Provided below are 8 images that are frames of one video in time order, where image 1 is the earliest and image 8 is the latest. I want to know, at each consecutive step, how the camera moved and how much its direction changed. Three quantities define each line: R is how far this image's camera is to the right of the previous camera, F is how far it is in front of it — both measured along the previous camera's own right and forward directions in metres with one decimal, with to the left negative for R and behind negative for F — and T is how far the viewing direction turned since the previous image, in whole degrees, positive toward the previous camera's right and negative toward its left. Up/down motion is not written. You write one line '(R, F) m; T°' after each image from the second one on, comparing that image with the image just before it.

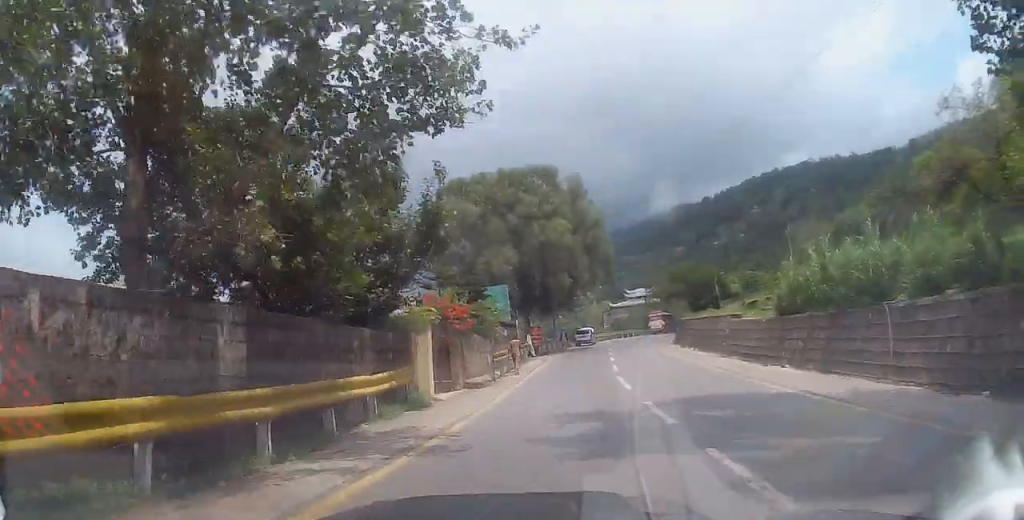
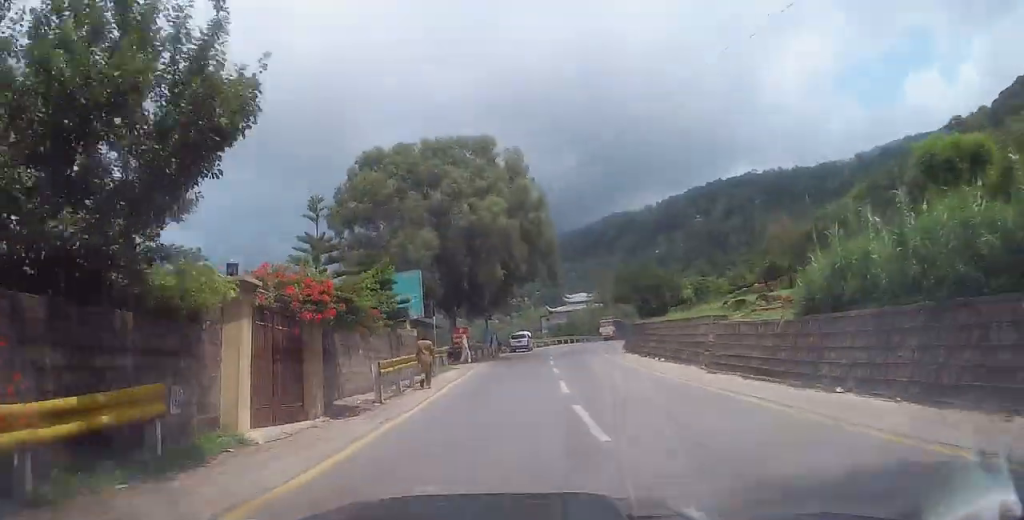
(+0.5, +7.4) m; +6°
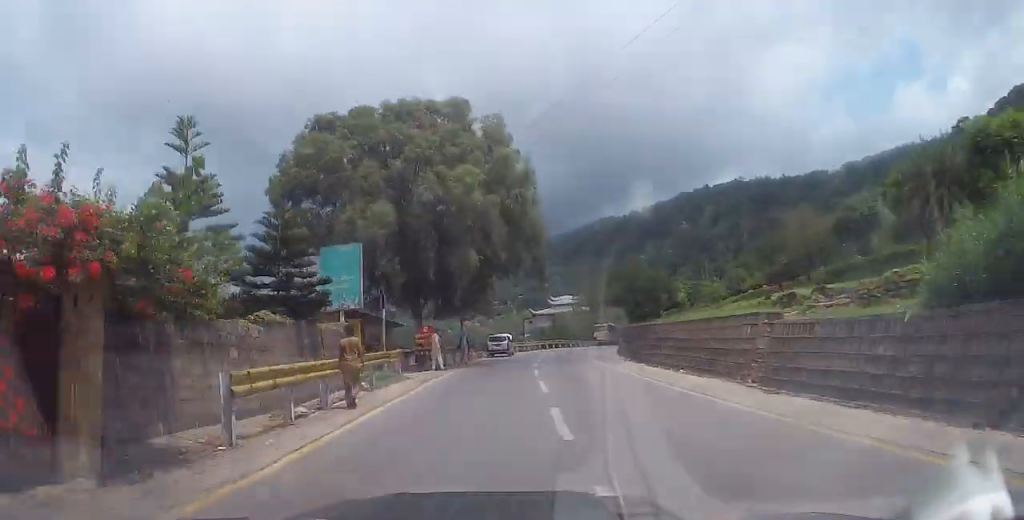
(+0.4, +6.4) m; +2°
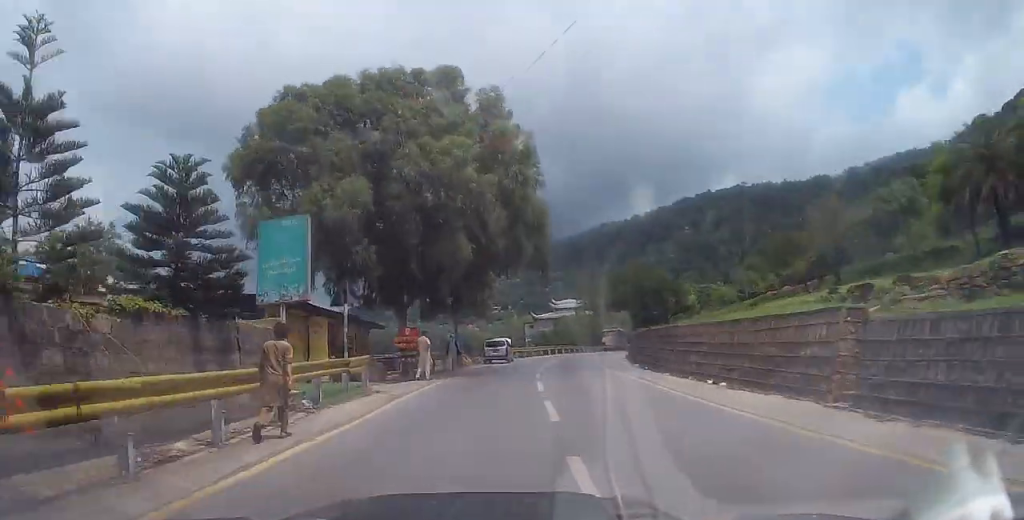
(+0.3, +4.4) m; +1°
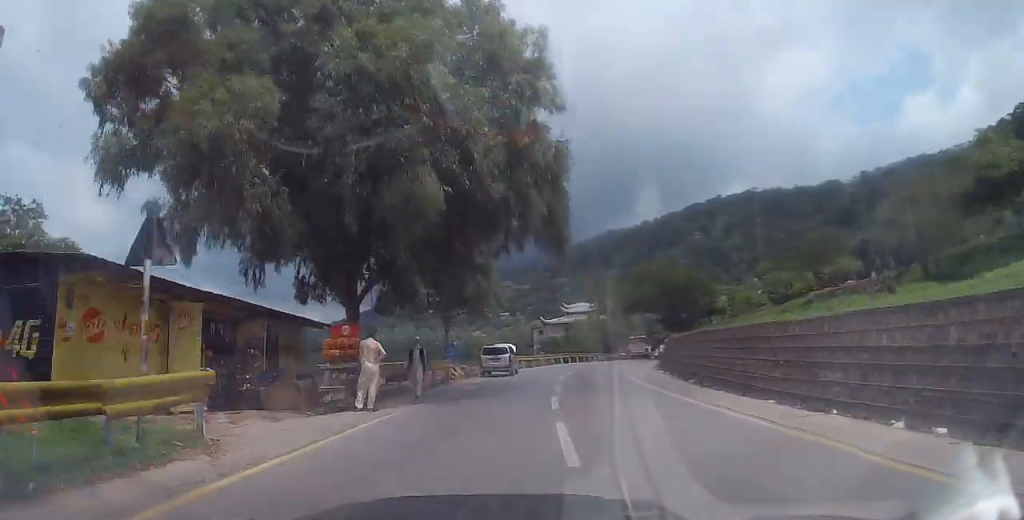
(-0.3, +9.2) m; -1°
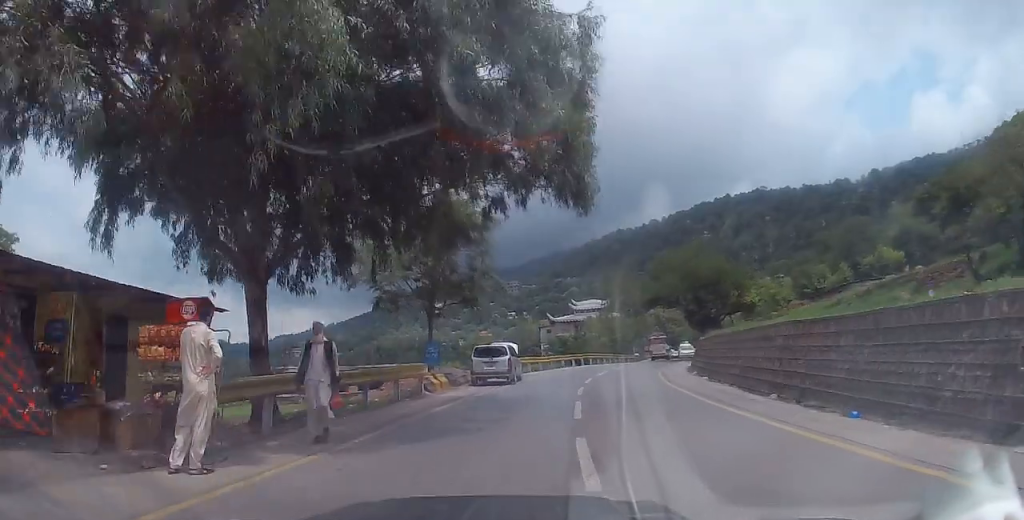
(0.0, +7.4) m; -1°
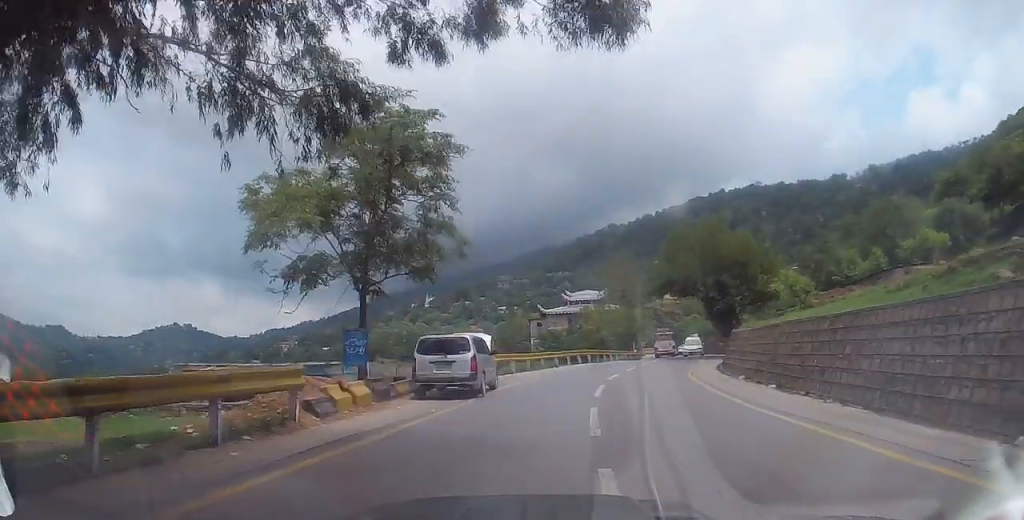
(-0.1, +8.8) m; +1°
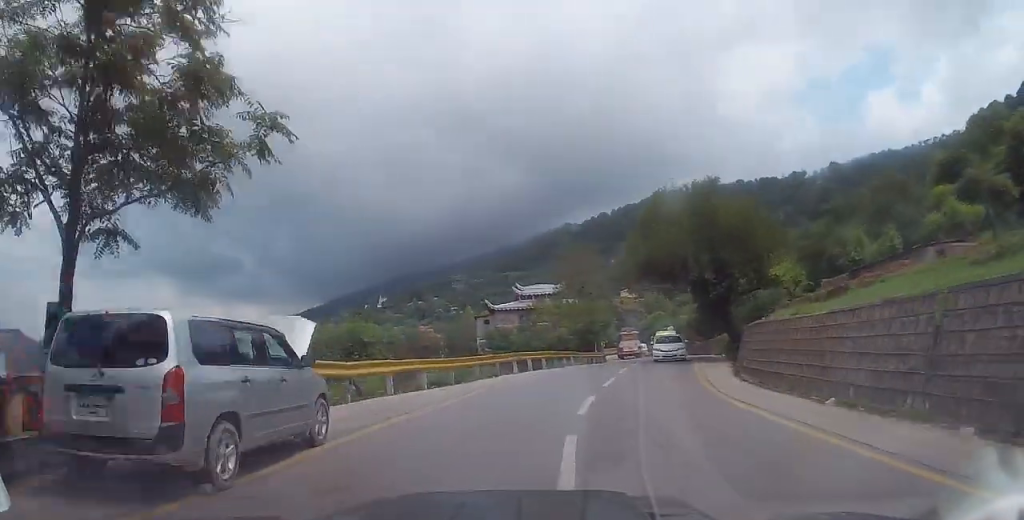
(+0.4, +10.6) m; +5°
